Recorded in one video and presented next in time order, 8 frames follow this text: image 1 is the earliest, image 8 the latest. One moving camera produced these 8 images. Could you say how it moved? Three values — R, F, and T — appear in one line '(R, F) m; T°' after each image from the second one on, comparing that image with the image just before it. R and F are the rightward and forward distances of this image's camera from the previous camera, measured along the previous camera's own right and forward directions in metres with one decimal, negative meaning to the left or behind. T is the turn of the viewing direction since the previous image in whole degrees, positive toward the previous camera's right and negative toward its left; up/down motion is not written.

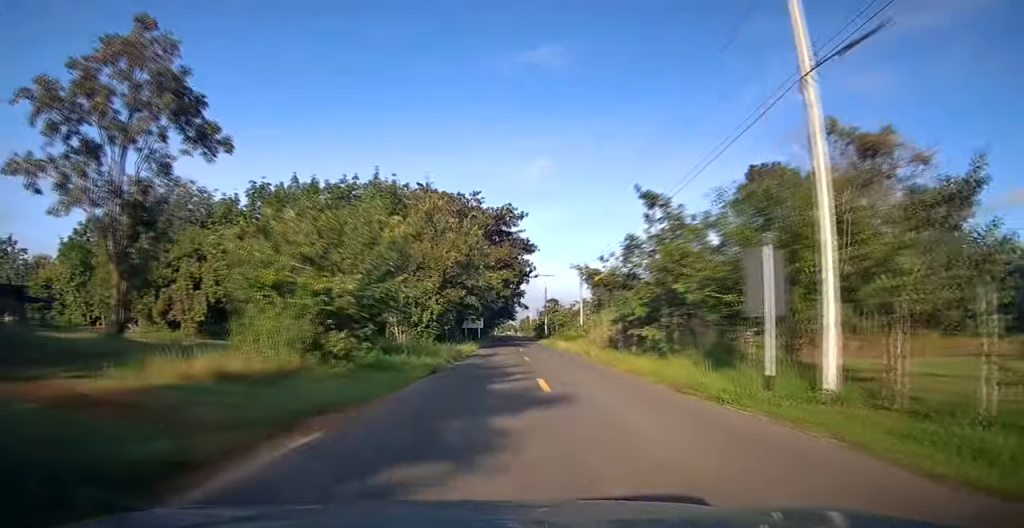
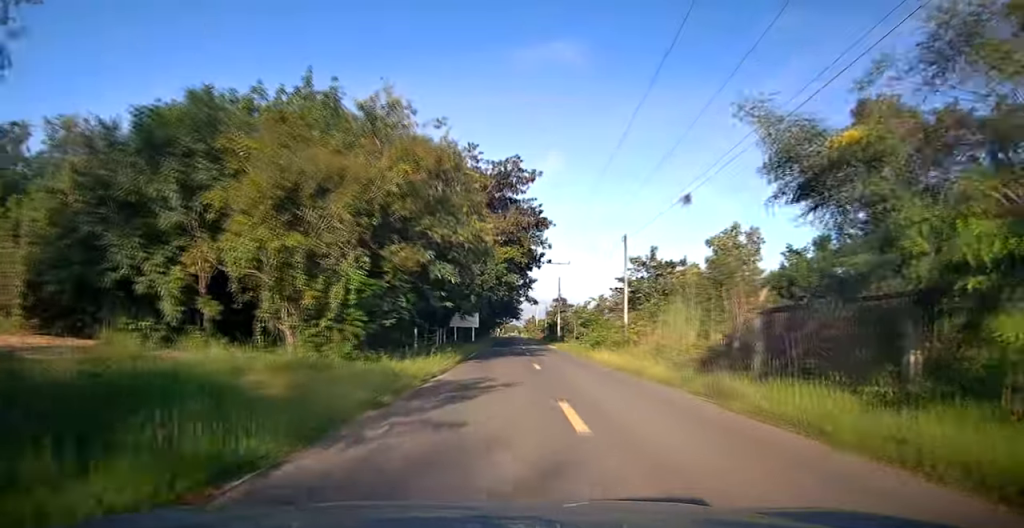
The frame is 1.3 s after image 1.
(+0.1, +16.8) m; 0°
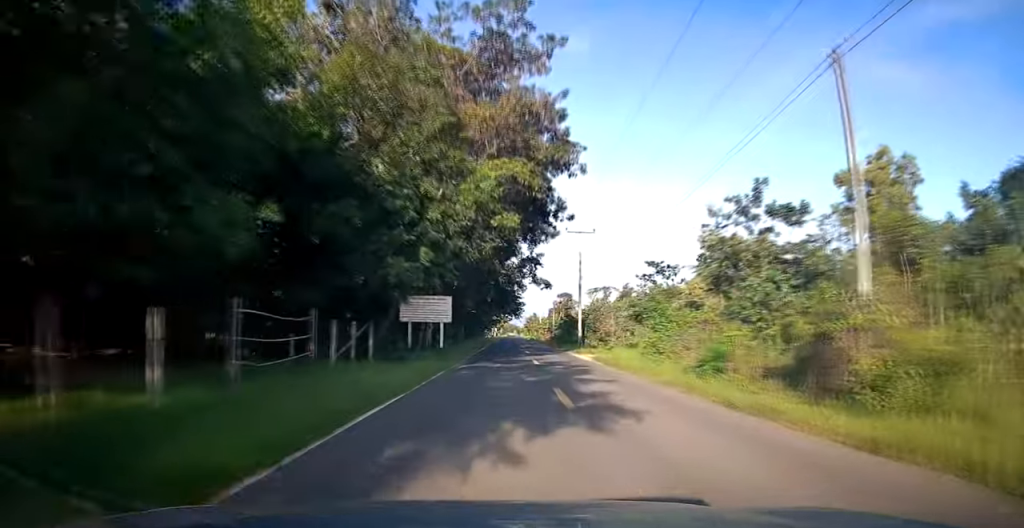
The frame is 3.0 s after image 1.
(-0.2, +21.7) m; -1°
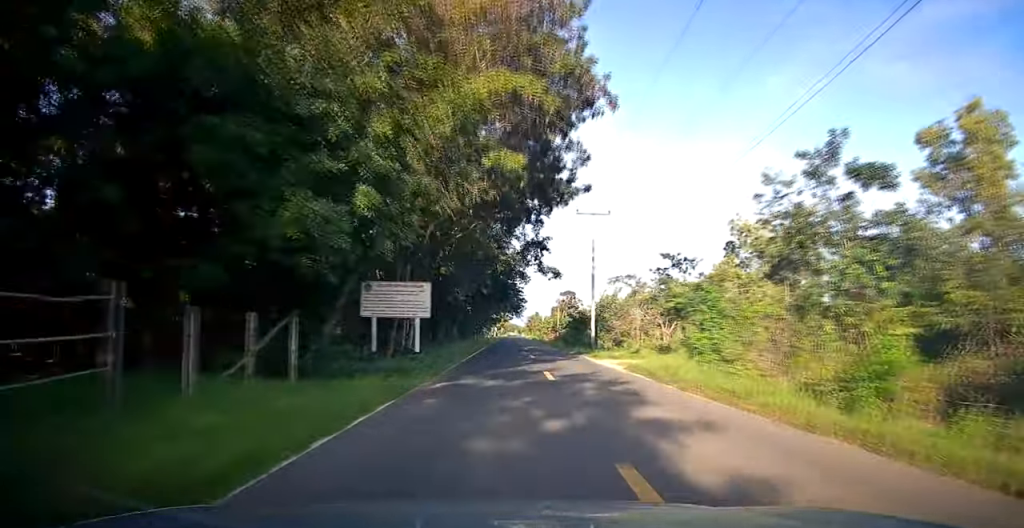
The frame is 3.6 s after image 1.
(-0.1, +7.3) m; 0°
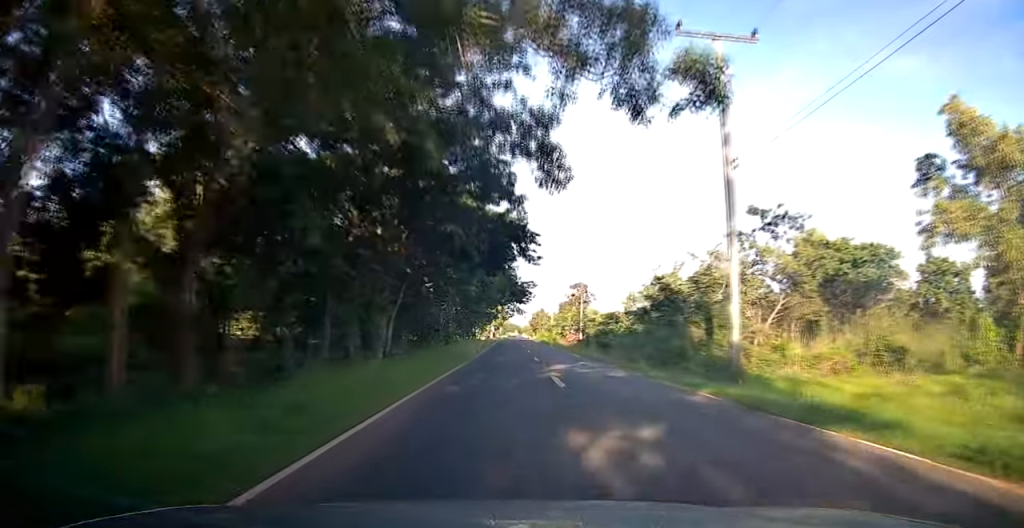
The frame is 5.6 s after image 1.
(+0.3, +25.8) m; 0°
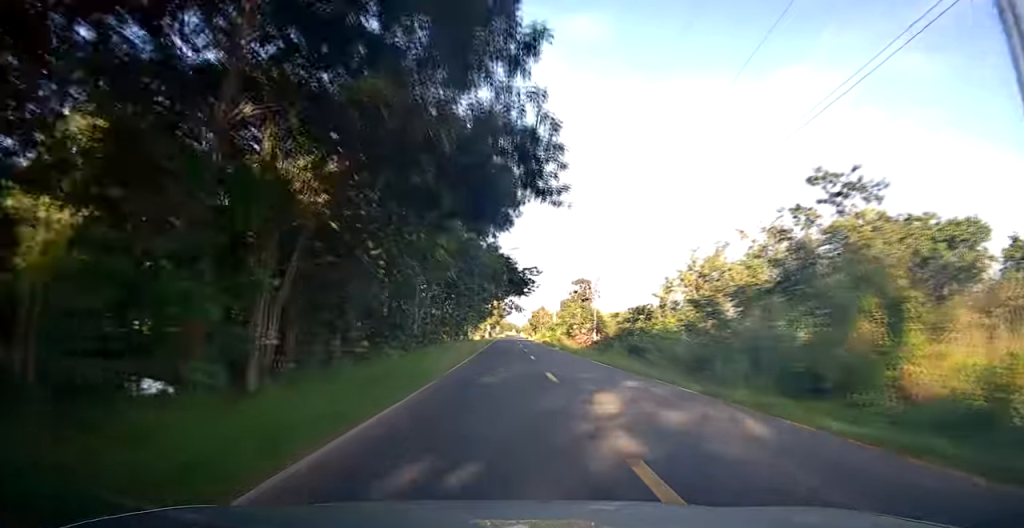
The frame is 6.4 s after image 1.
(0.0, +10.1) m; +1°
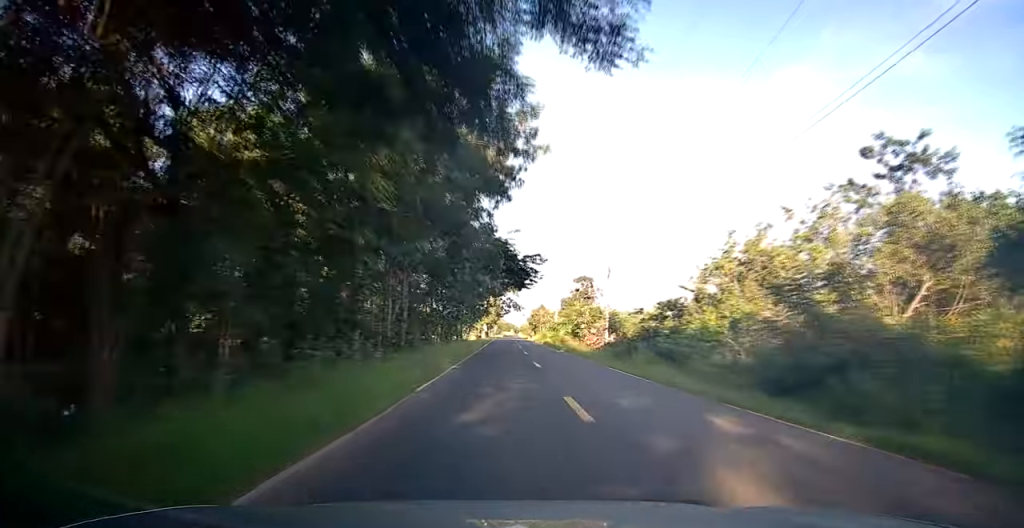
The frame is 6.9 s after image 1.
(0.0, +6.4) m; 0°
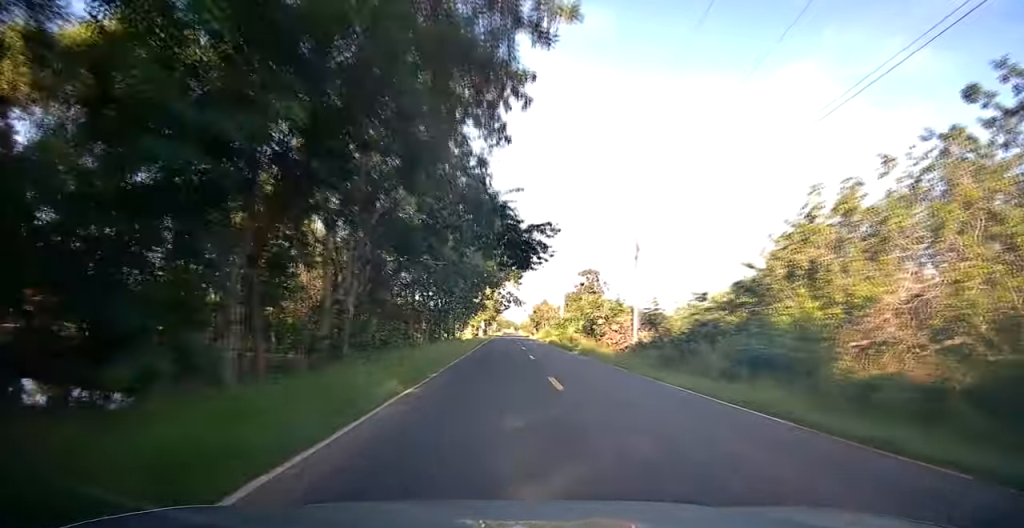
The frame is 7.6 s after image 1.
(+0.1, +8.5) m; 0°
